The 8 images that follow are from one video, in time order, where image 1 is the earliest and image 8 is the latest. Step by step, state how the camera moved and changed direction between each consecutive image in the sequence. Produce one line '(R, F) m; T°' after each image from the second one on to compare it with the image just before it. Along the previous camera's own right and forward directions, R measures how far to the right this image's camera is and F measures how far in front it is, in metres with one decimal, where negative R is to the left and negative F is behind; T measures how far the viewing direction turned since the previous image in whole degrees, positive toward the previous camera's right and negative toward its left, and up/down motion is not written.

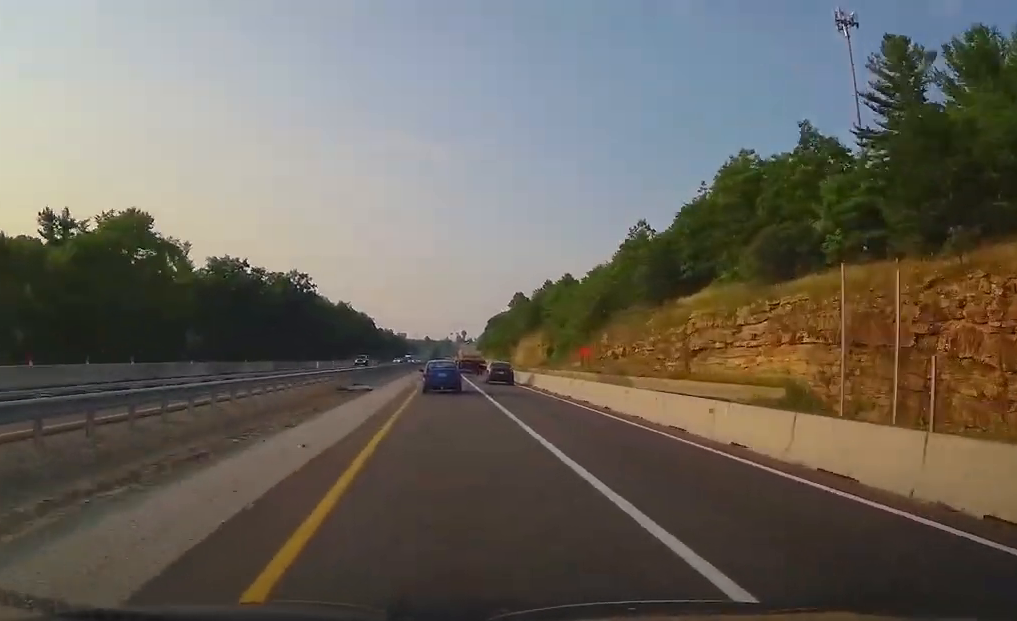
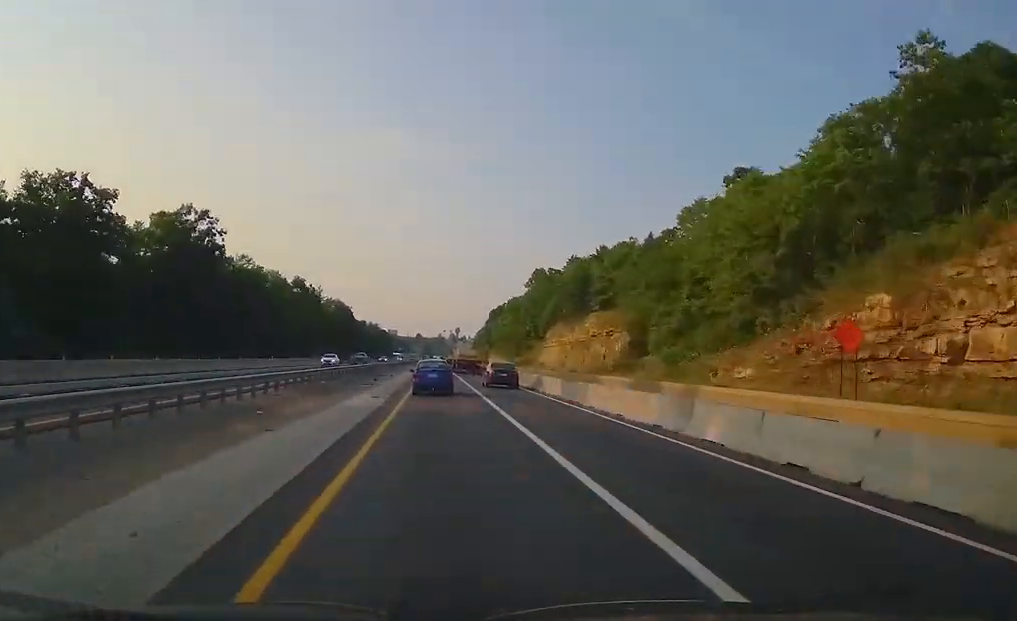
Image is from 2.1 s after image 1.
(0.0, +61.4) m; 0°
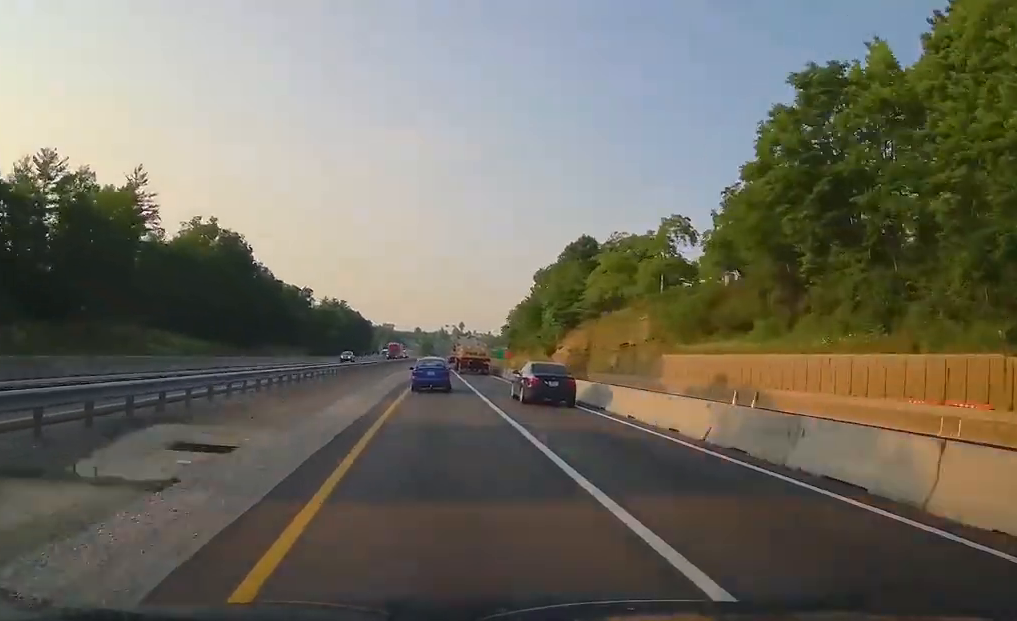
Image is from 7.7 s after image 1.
(+0.2, +161.2) m; 0°
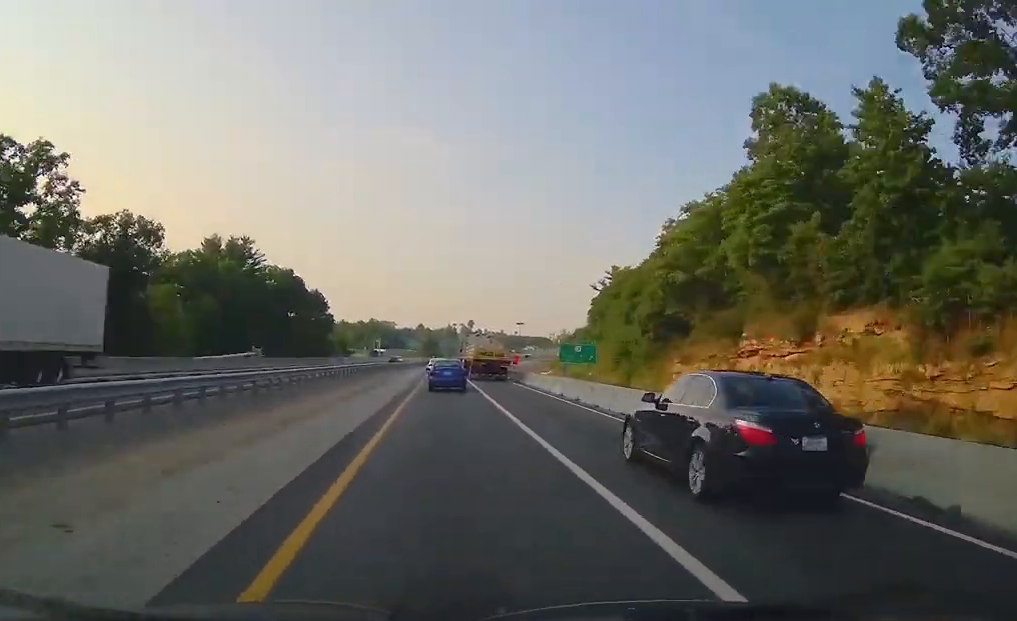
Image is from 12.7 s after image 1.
(+0.1, +142.2) m; 0°
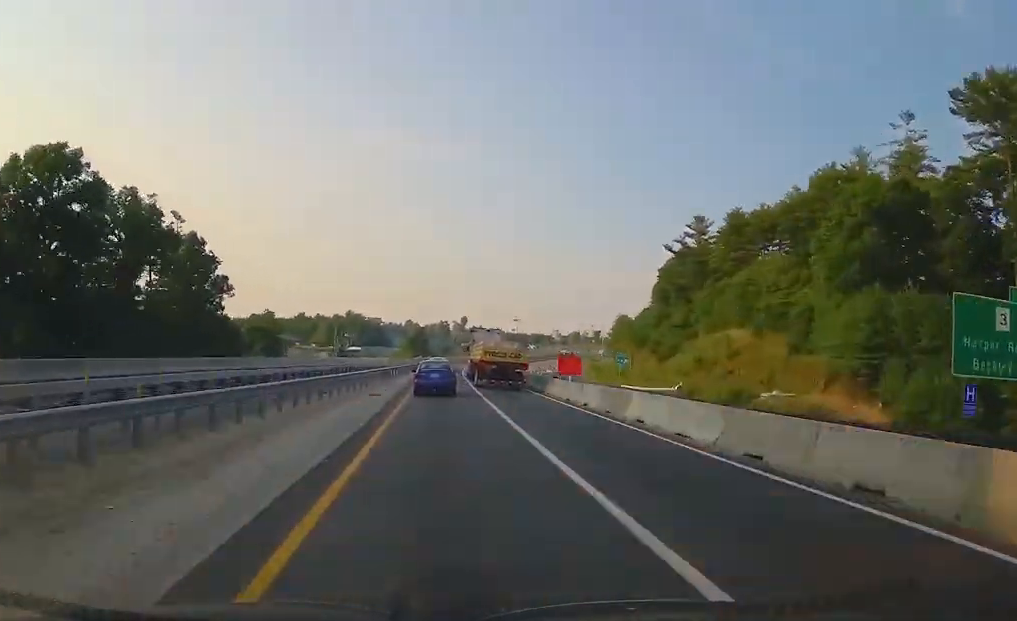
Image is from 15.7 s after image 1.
(0.0, +88.7) m; +2°
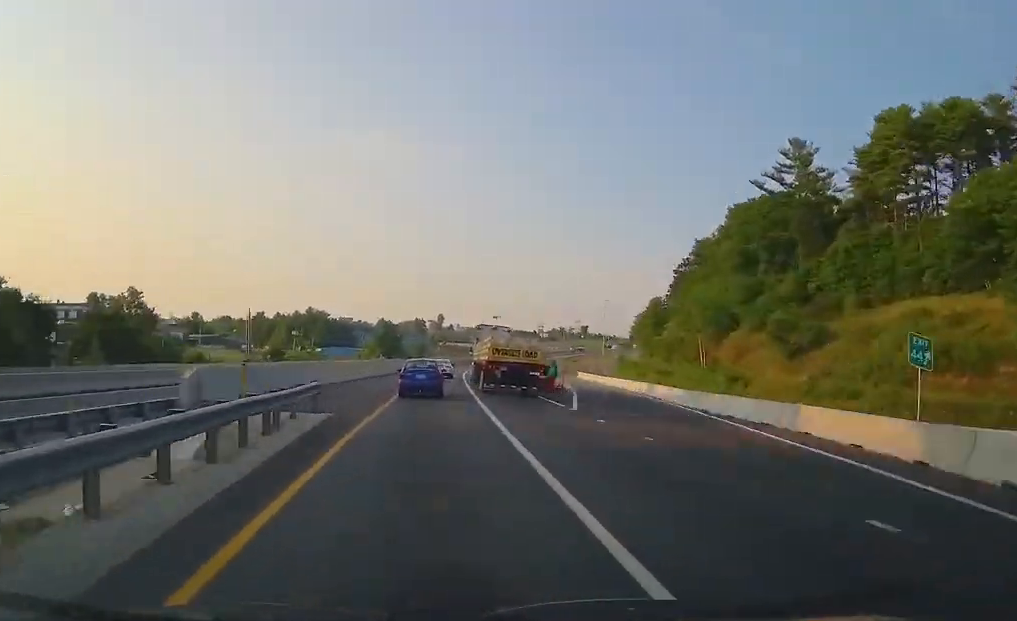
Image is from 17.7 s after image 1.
(-0.5, +57.6) m; +2°
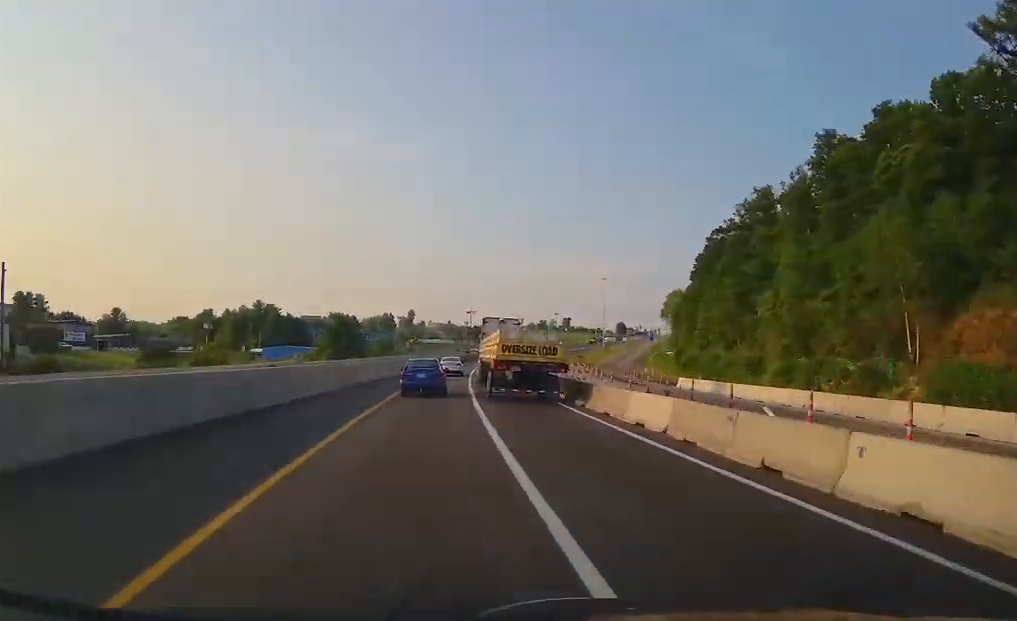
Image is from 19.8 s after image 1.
(+1.3, +57.2) m; +3°
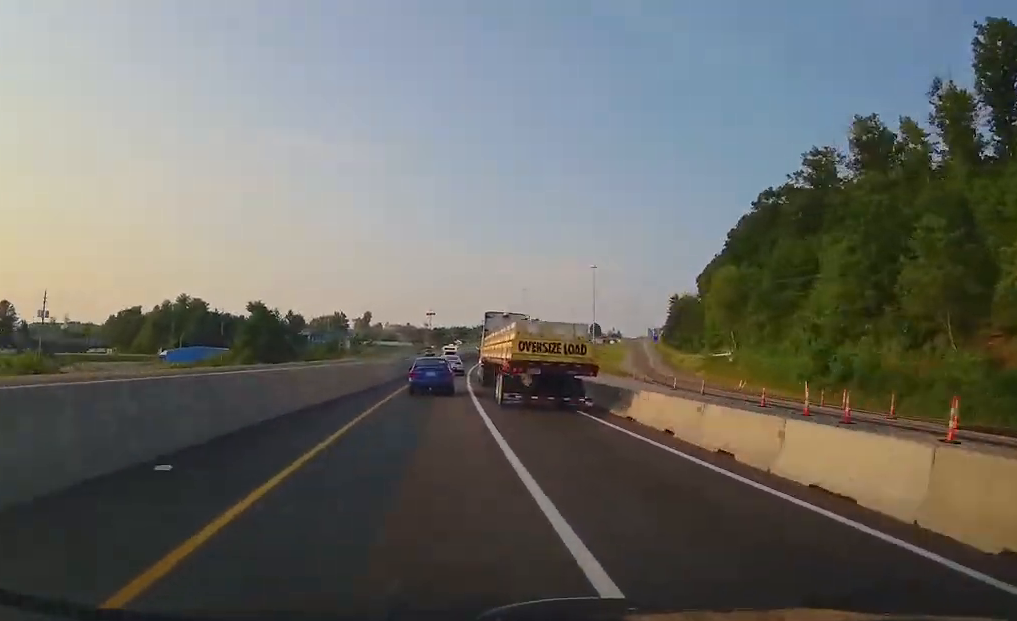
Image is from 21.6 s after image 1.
(+2.1, +53.1) m; +3°
